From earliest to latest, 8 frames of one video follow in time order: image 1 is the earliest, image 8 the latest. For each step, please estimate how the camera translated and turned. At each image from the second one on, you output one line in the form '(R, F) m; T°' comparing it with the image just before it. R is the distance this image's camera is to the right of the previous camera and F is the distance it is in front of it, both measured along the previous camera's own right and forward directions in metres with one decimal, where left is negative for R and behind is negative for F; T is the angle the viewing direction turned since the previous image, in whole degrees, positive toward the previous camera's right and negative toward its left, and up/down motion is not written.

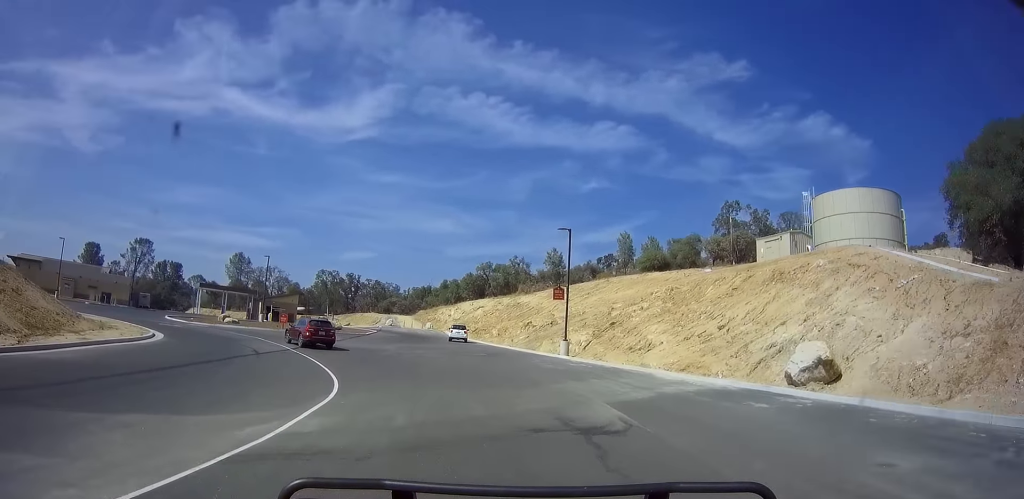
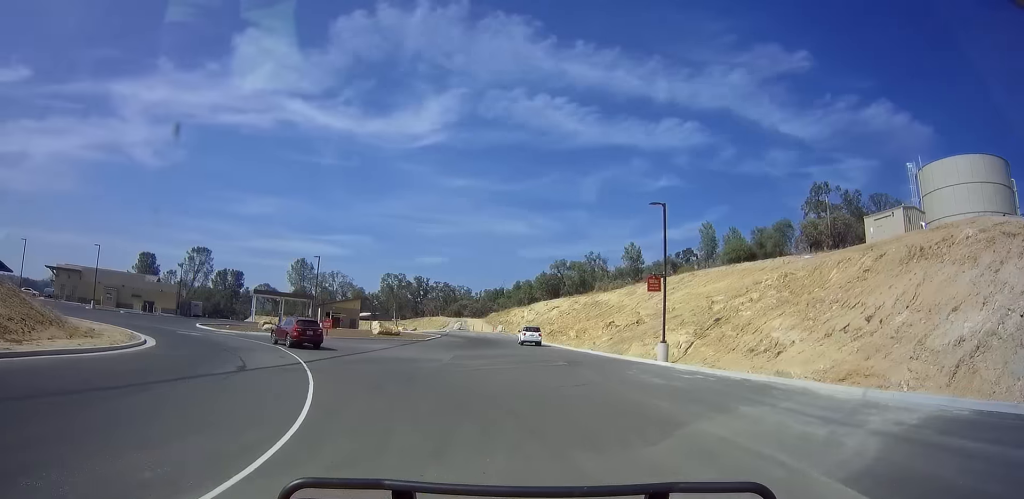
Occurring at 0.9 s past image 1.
(-0.4, +6.9) m; -8°
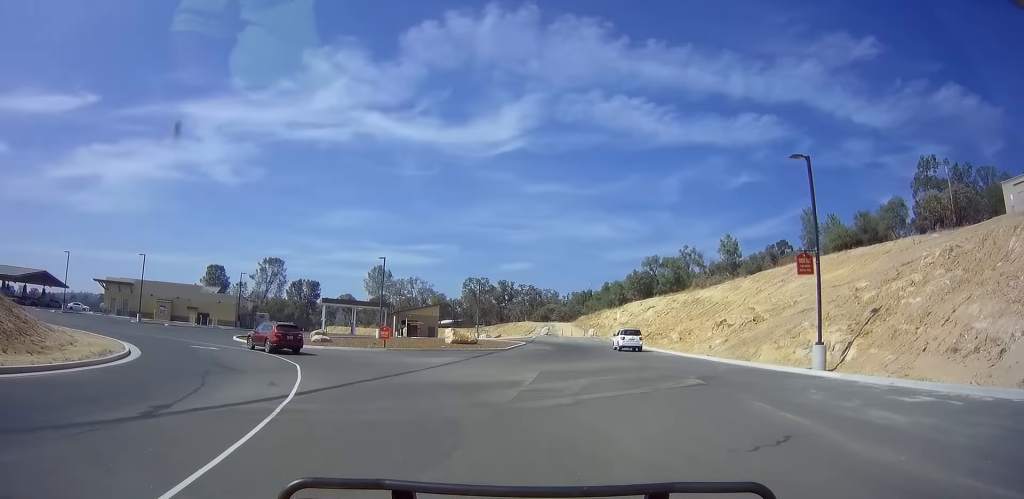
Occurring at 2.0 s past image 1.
(-0.8, +7.9) m; -9°
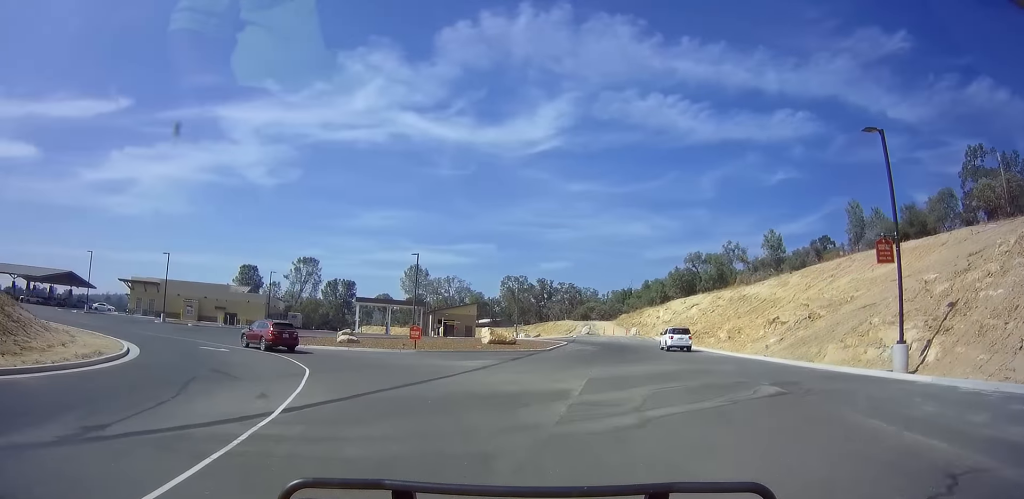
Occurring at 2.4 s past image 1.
(-0.1, +3.0) m; -3°
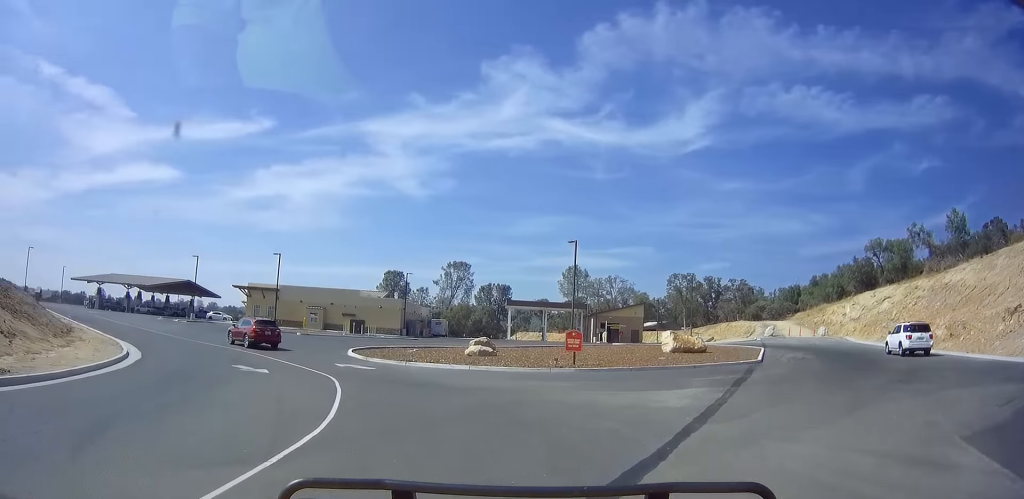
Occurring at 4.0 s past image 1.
(-1.7, +10.4) m; -21°
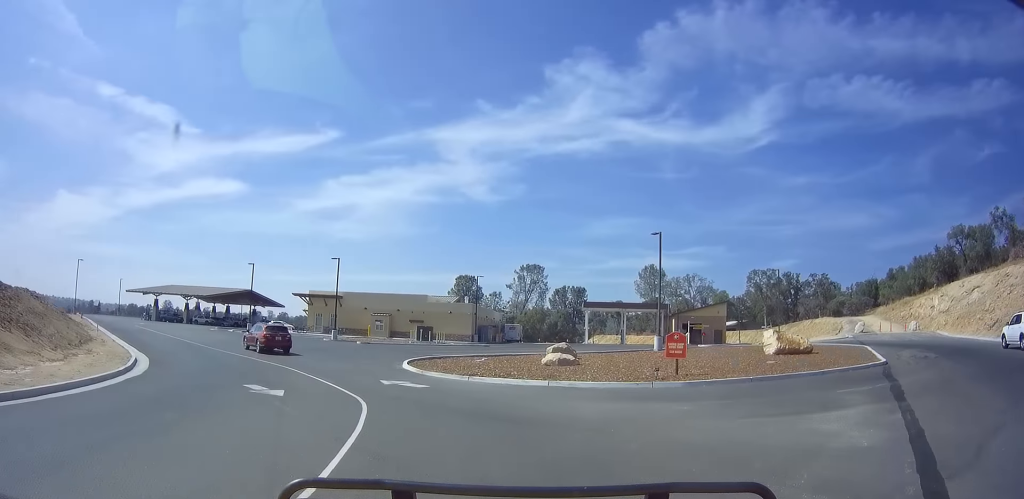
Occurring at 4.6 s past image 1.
(-0.4, +4.2) m; -8°
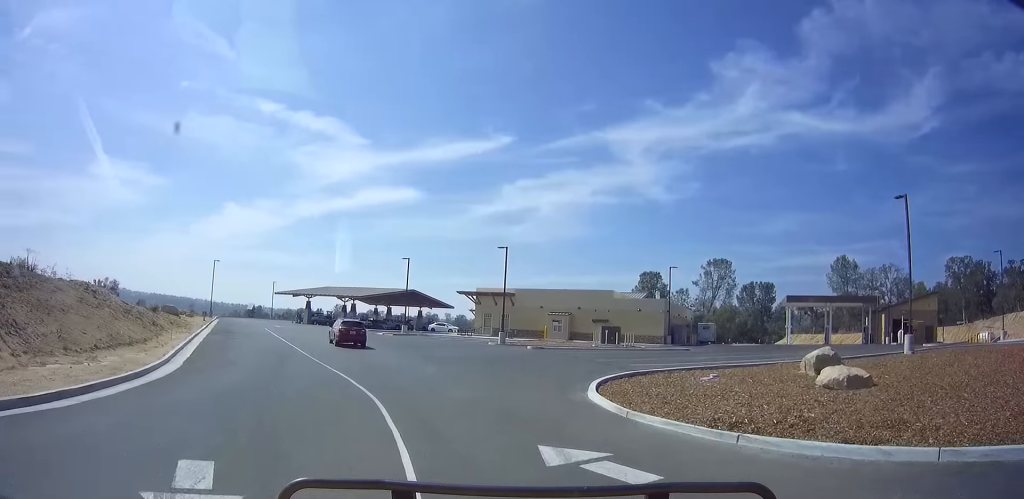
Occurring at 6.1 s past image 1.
(-1.1, +9.4) m; -17°
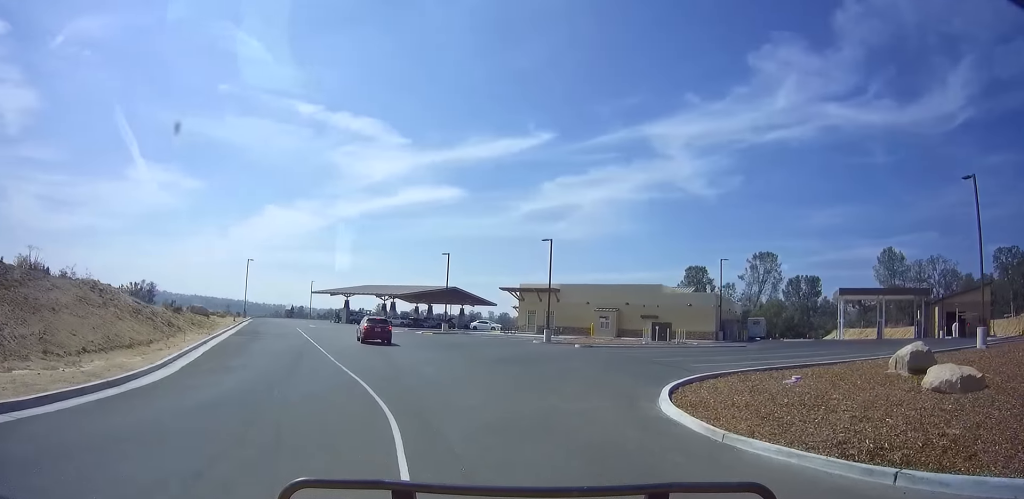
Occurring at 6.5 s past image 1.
(0.0, +2.5) m; -5°
